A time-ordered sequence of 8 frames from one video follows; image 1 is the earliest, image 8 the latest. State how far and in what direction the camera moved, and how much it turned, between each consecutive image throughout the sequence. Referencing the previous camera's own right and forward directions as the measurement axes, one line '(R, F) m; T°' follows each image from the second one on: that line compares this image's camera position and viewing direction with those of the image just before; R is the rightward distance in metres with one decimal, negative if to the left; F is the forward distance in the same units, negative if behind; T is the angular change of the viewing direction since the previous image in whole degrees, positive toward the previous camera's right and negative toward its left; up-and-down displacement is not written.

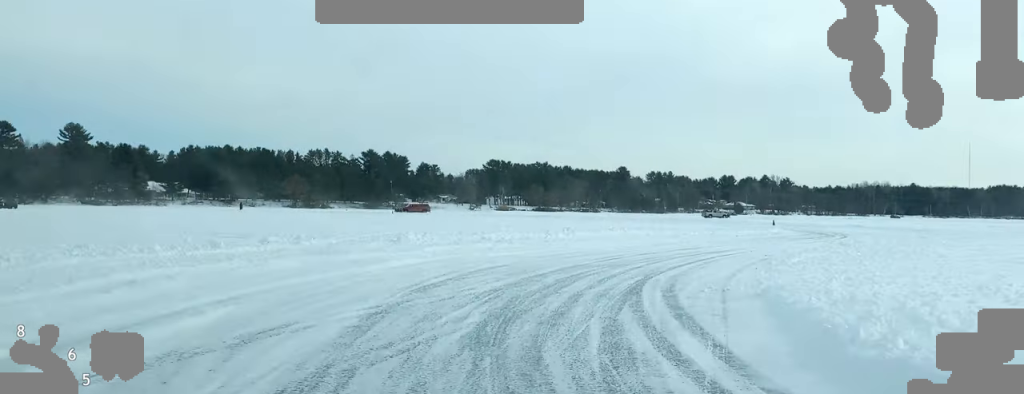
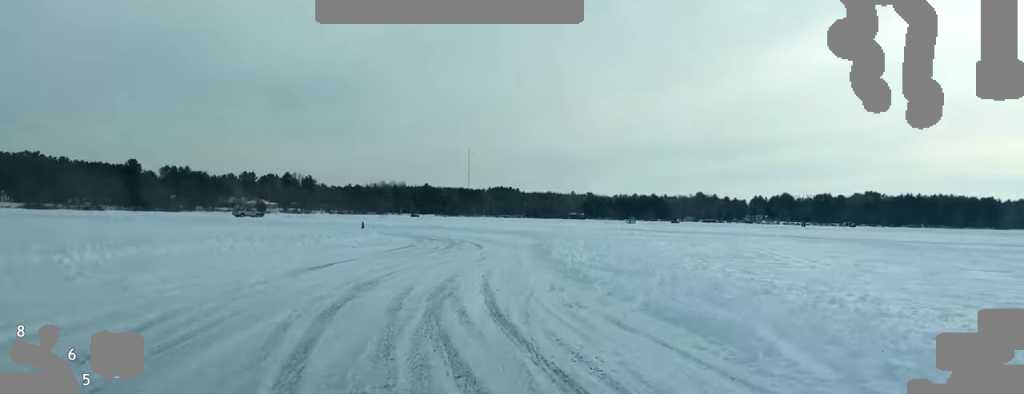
(+5.3, +17.7) m; +28°
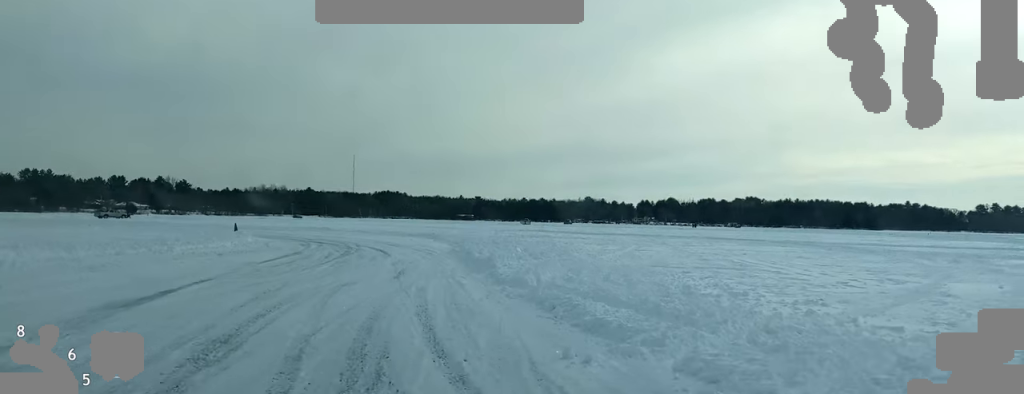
(+0.7, +8.9) m; +6°
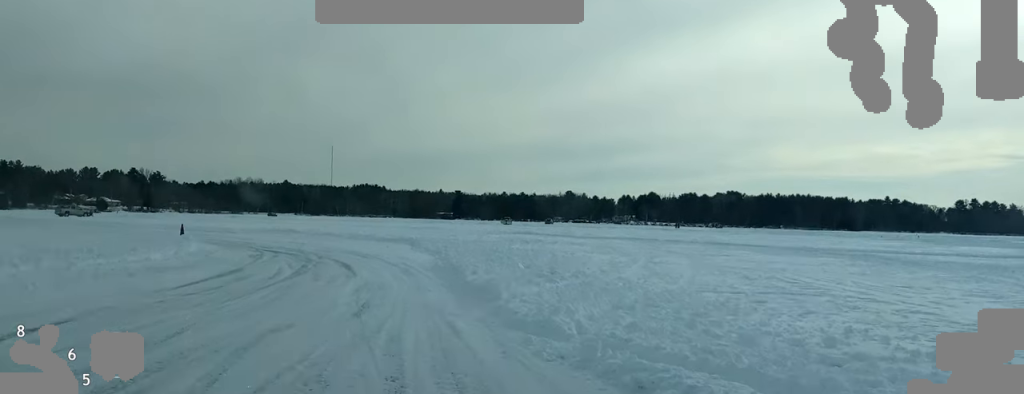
(+0.3, +6.5) m; +1°
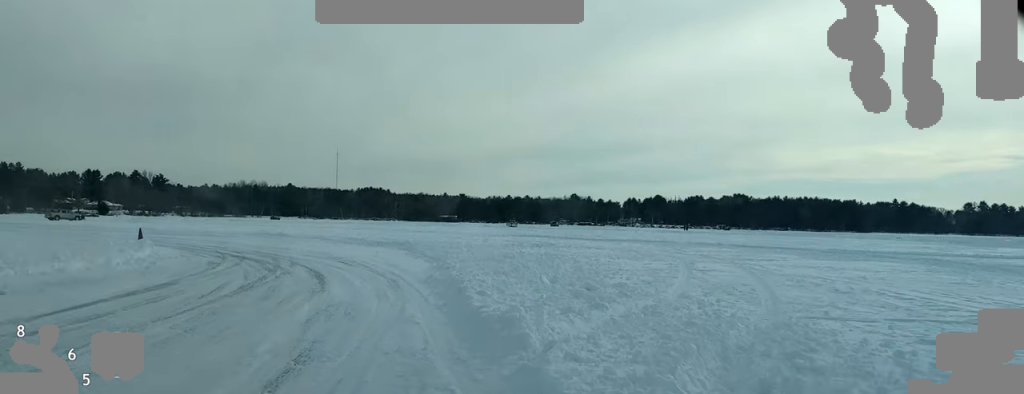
(+0.1, +6.1) m; -1°
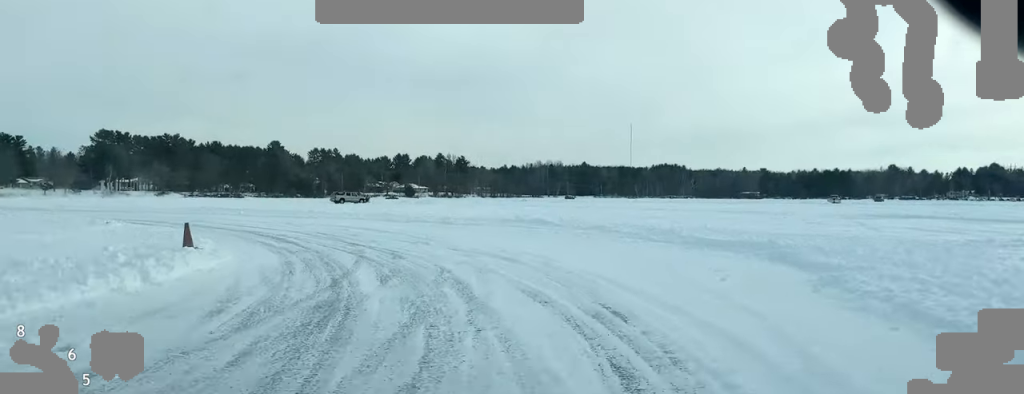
(-1.6, +23.1) m; -12°
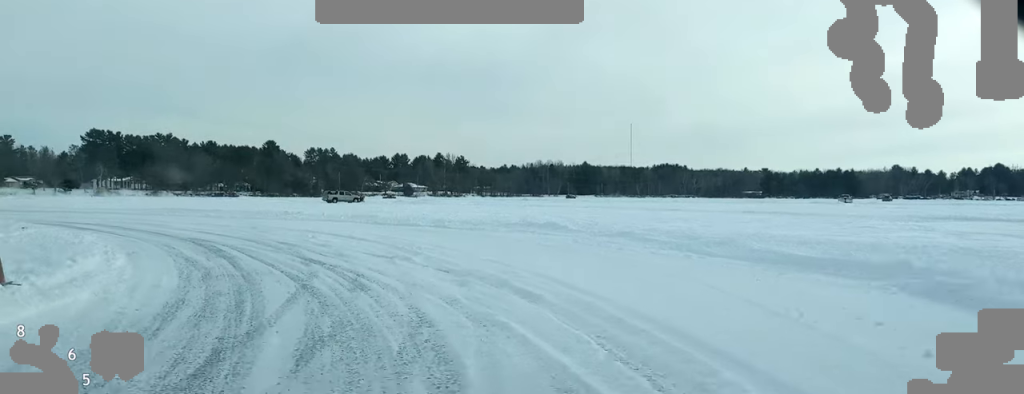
(-0.5, +7.0) m; -5°
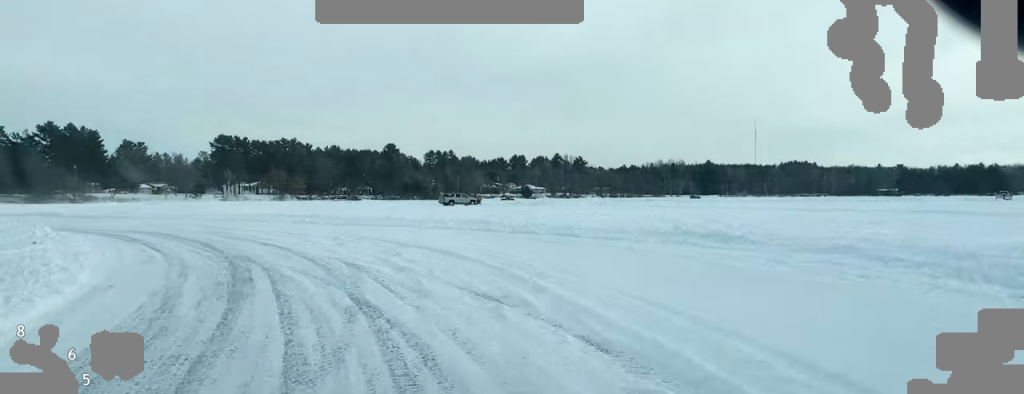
(-0.1, +8.4) m; -6°
